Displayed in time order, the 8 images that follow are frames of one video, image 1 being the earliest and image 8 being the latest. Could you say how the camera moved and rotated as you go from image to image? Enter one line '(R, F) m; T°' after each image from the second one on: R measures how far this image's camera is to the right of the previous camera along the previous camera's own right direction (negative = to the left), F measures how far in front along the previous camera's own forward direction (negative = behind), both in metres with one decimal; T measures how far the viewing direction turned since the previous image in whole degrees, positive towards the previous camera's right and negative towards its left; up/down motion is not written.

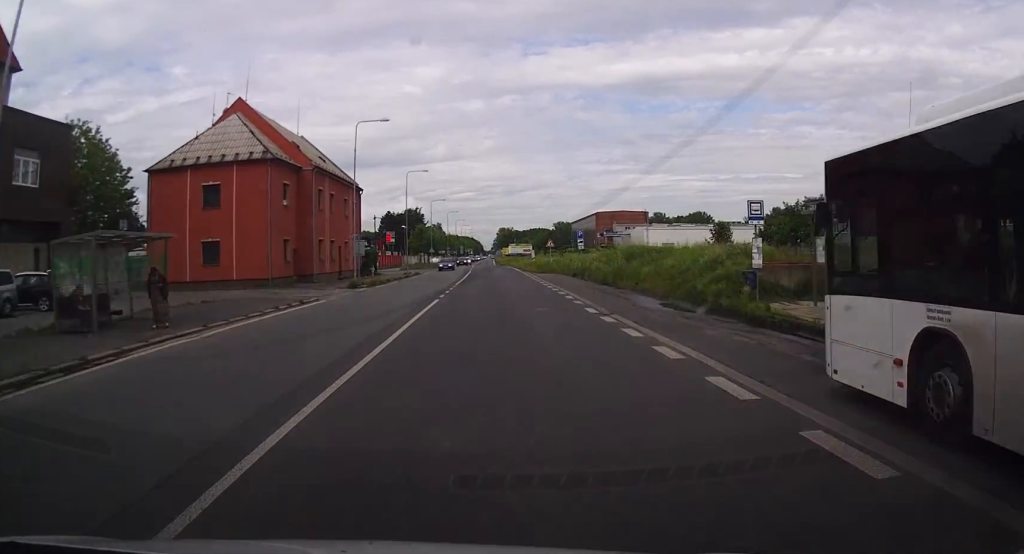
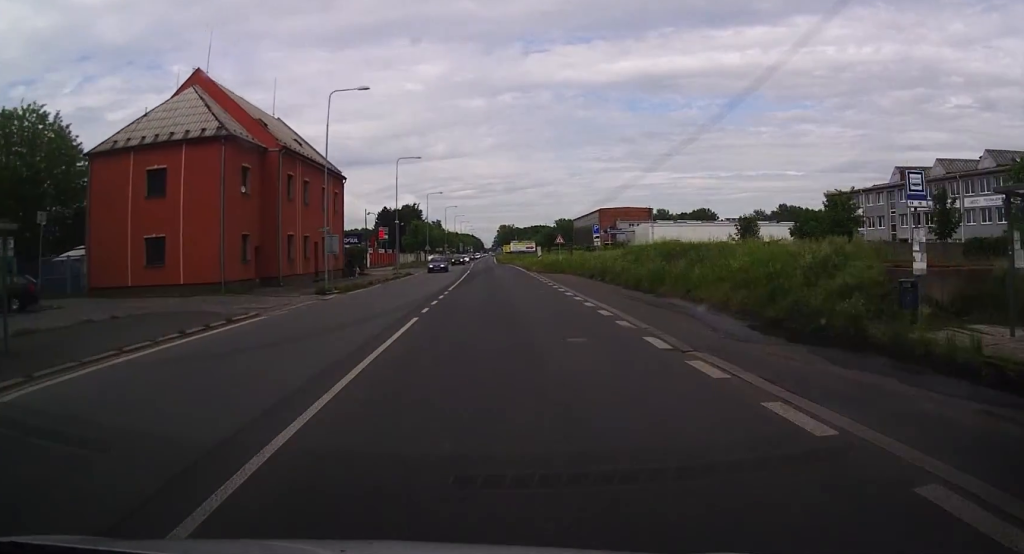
(+0.1, +7.7) m; 0°
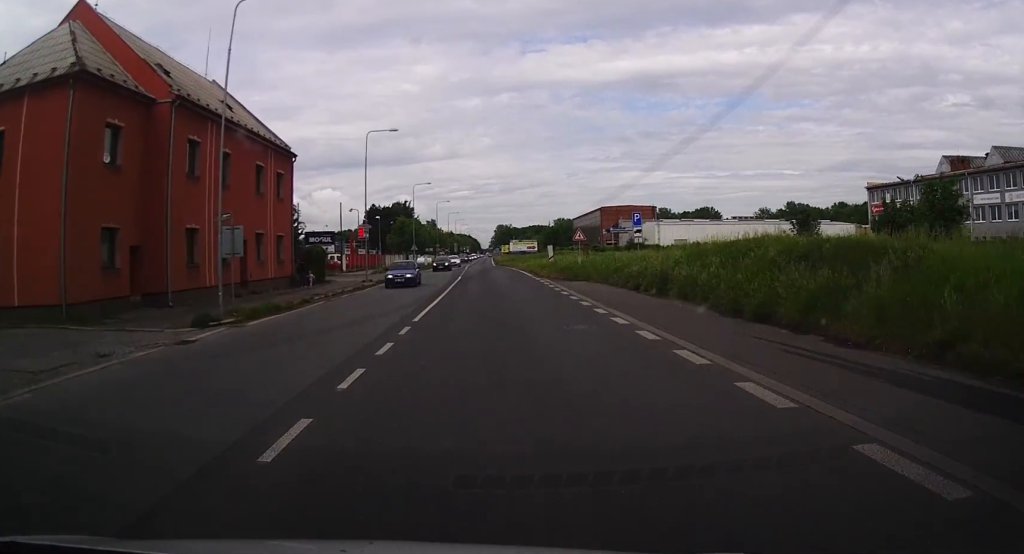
(+0.1, +13.4) m; +1°
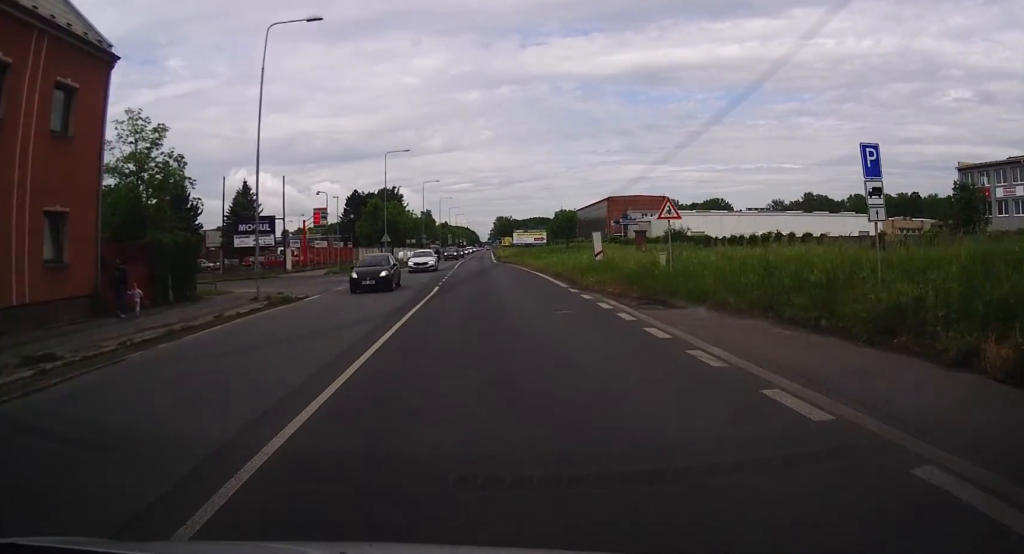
(+0.2, +21.2) m; 0°
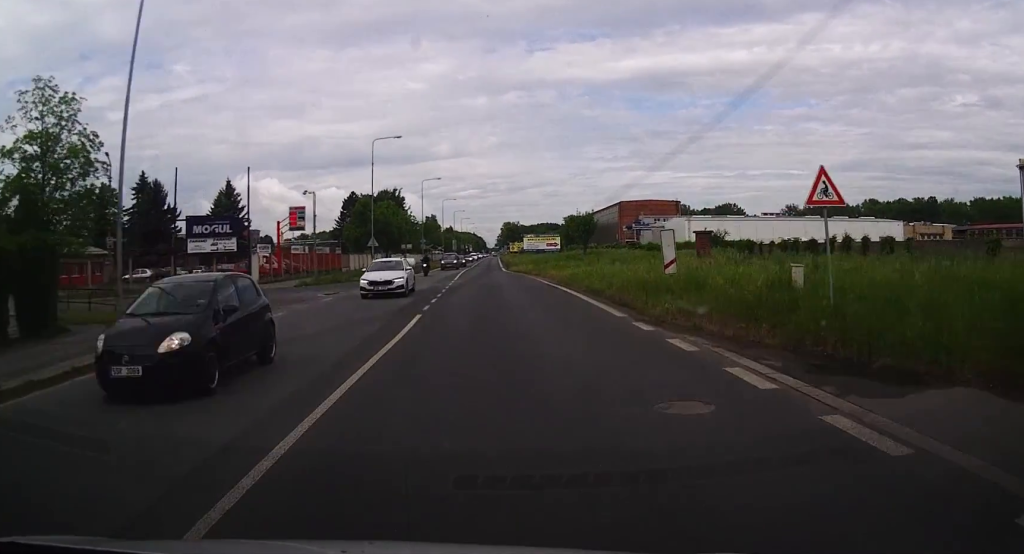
(-0.2, +10.3) m; -1°
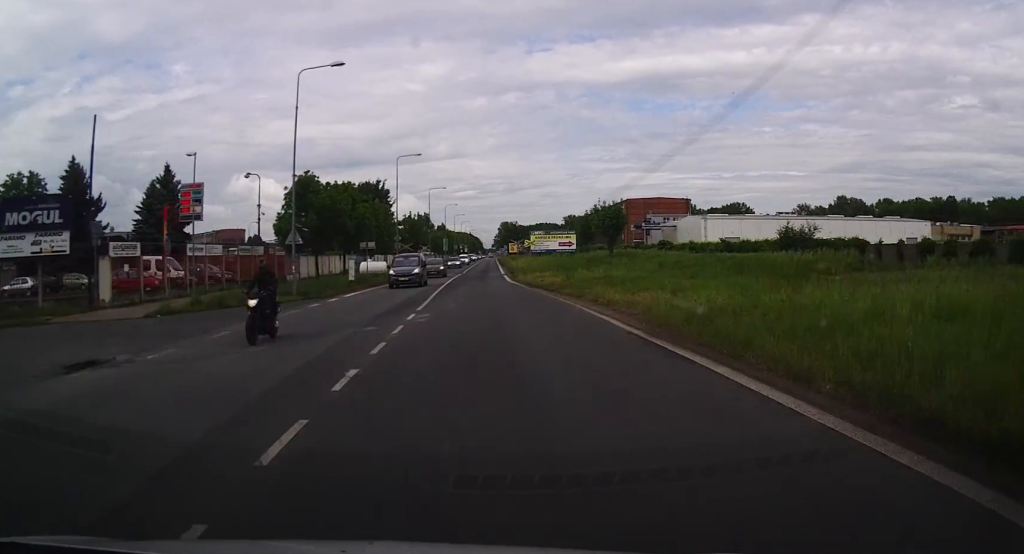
(+0.2, +20.7) m; +1°
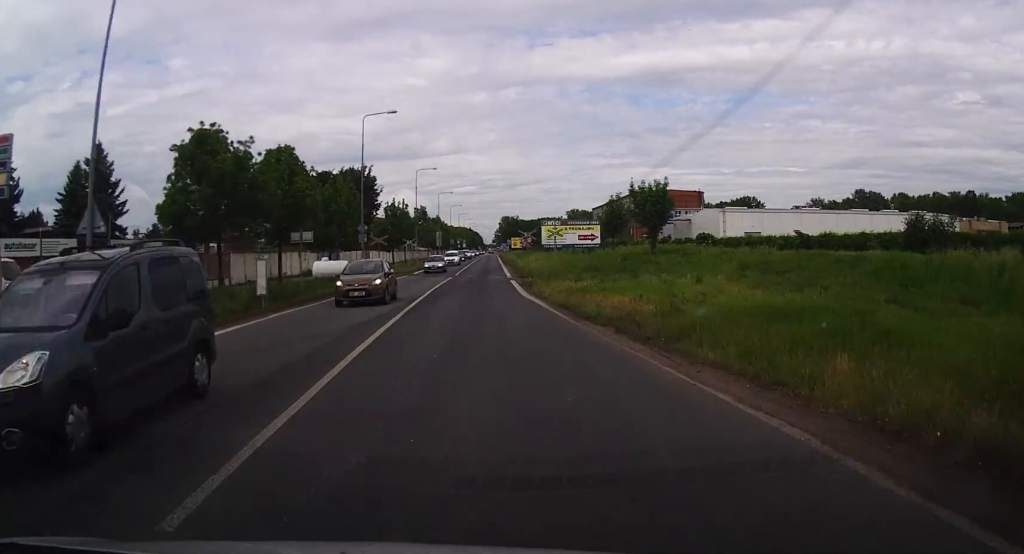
(0.0, +17.7) m; -1°
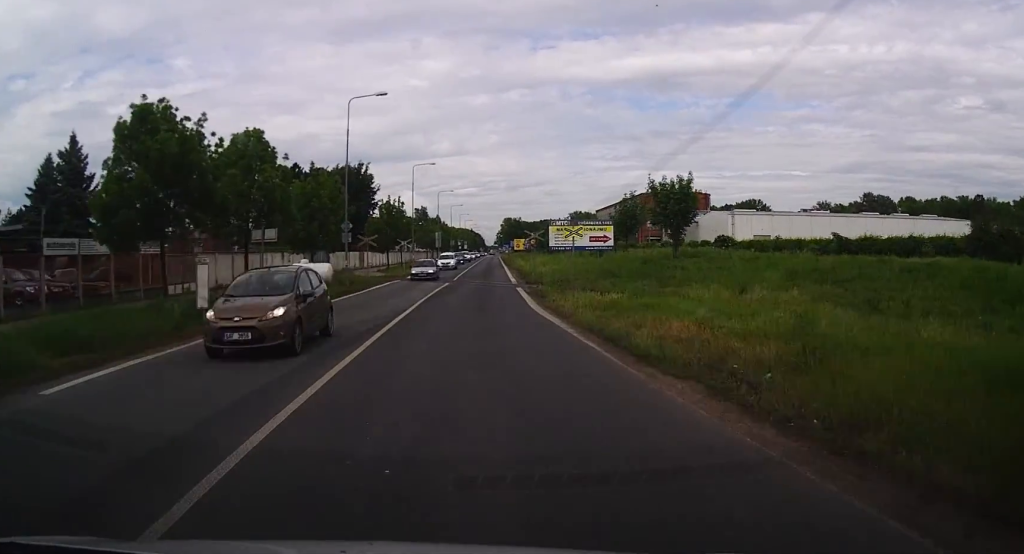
(0.0, +6.4) m; 0°
